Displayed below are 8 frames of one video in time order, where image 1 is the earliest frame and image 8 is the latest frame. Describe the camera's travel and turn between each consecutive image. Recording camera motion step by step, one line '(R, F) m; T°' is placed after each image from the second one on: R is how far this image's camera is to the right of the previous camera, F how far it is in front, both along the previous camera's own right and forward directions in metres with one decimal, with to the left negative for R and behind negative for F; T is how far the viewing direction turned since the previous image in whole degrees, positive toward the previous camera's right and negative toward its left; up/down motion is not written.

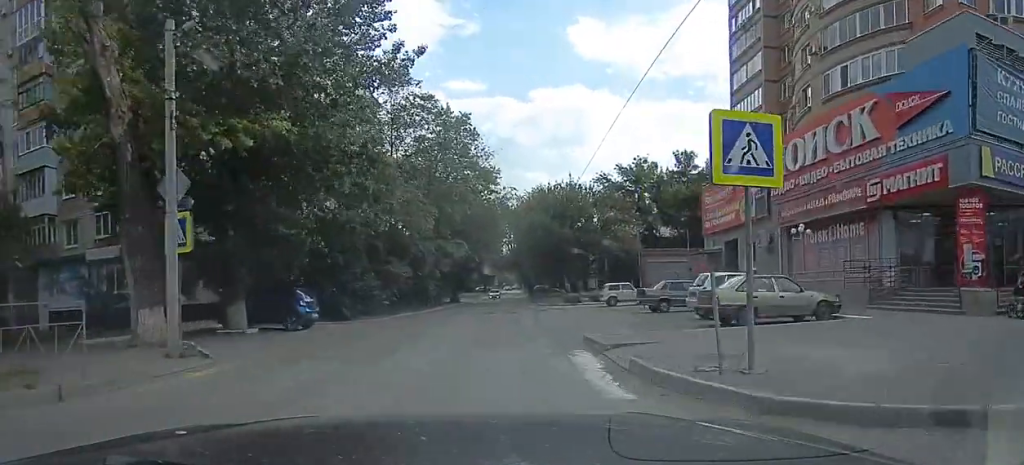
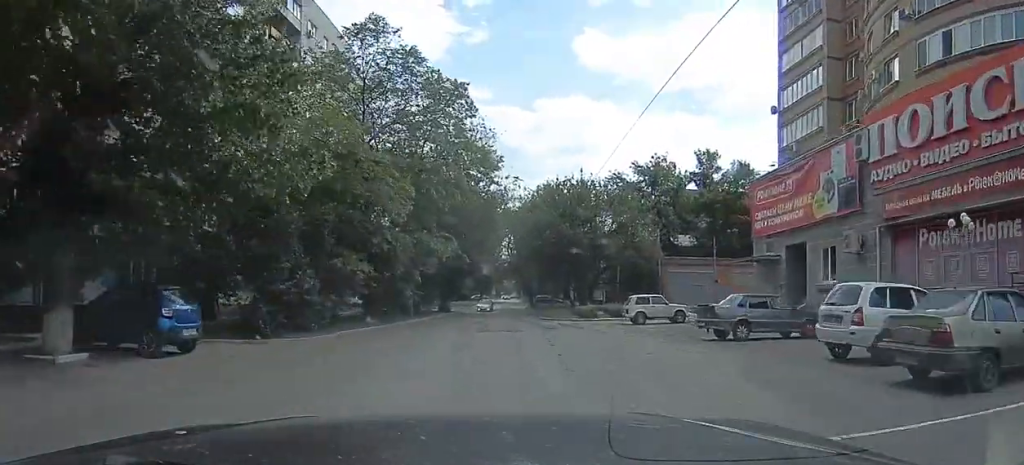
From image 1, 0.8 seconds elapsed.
(-0.4, +8.3) m; -3°
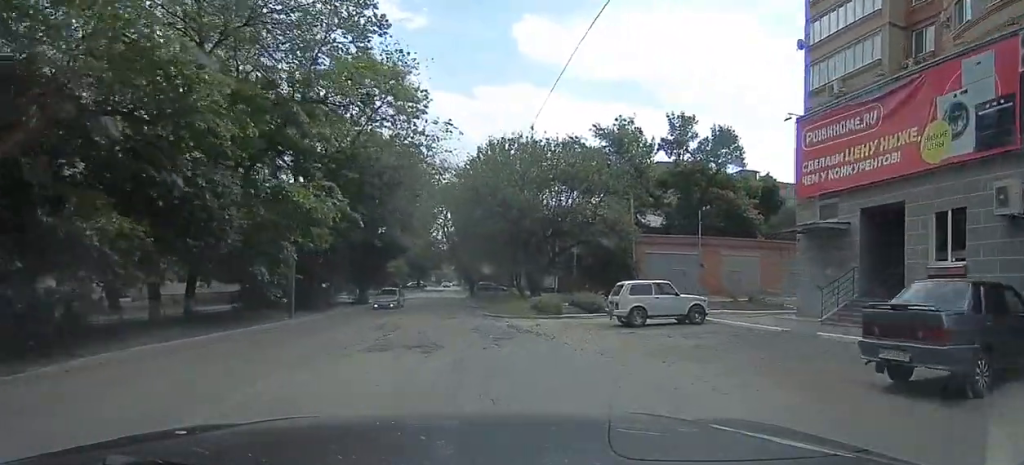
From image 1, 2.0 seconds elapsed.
(-0.1, +9.5) m; +7°
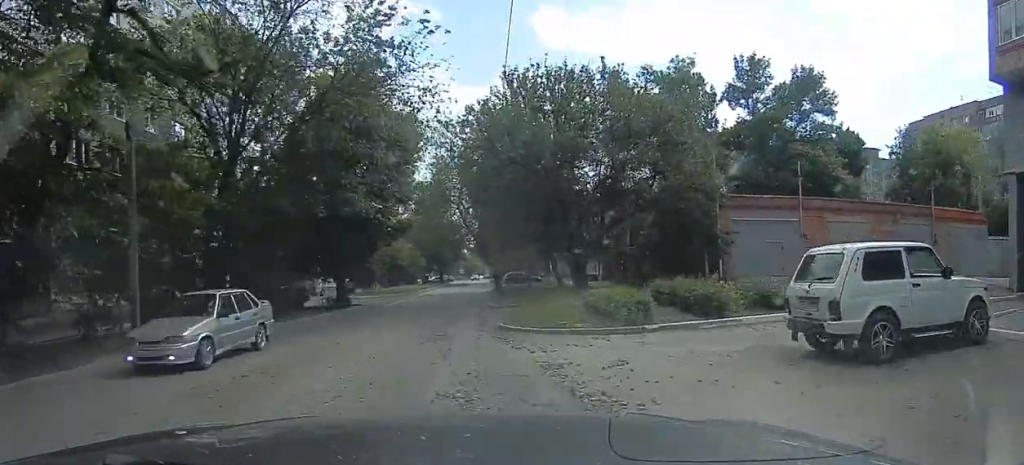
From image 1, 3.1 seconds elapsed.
(+1.2, +7.4) m; +22°
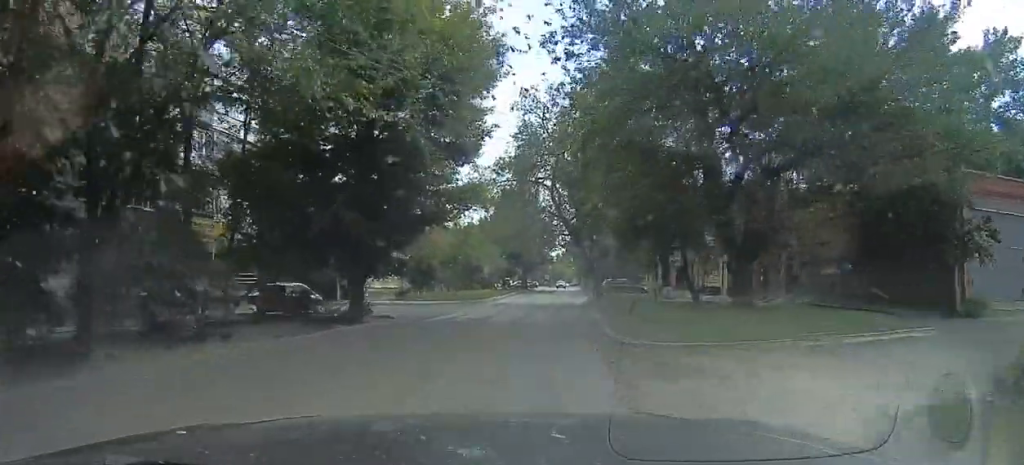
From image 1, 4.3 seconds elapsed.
(+0.7, +9.9) m; -12°
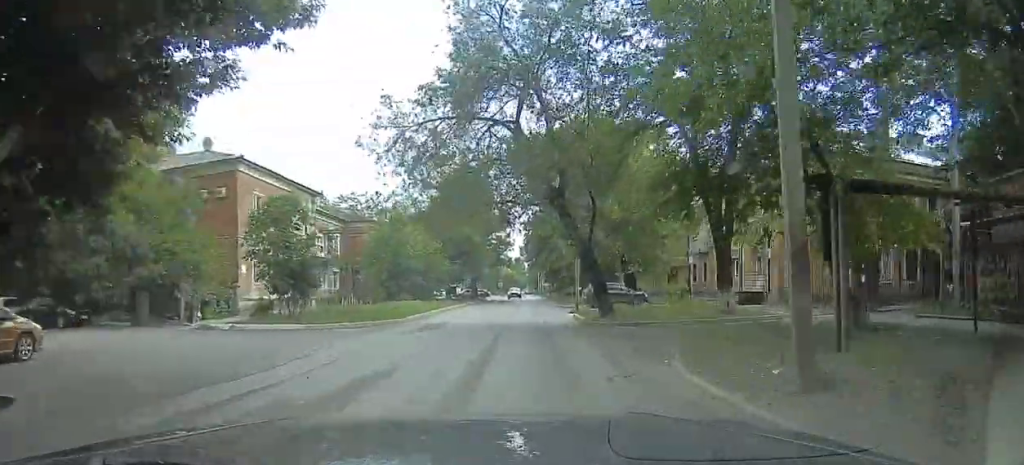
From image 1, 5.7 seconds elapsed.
(-4.1, +12.5) m; -21°
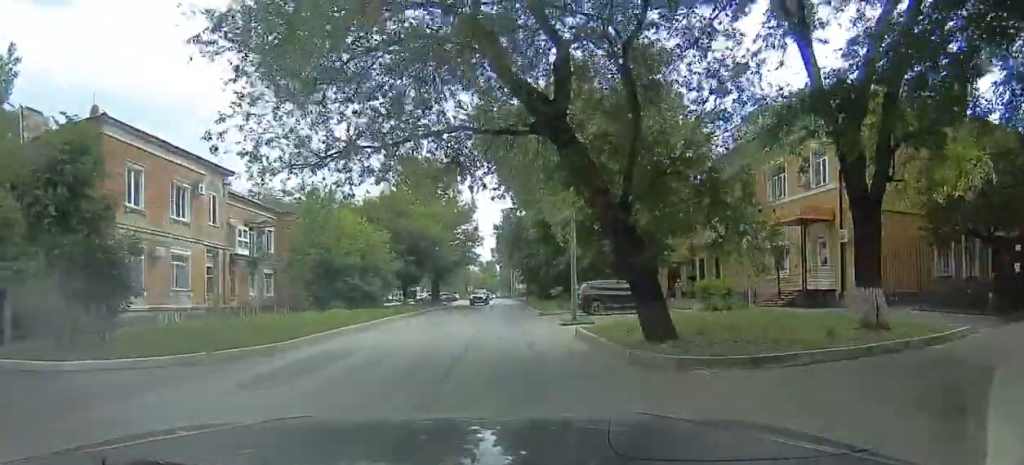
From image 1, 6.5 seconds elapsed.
(-0.2, +9.7) m; -1°
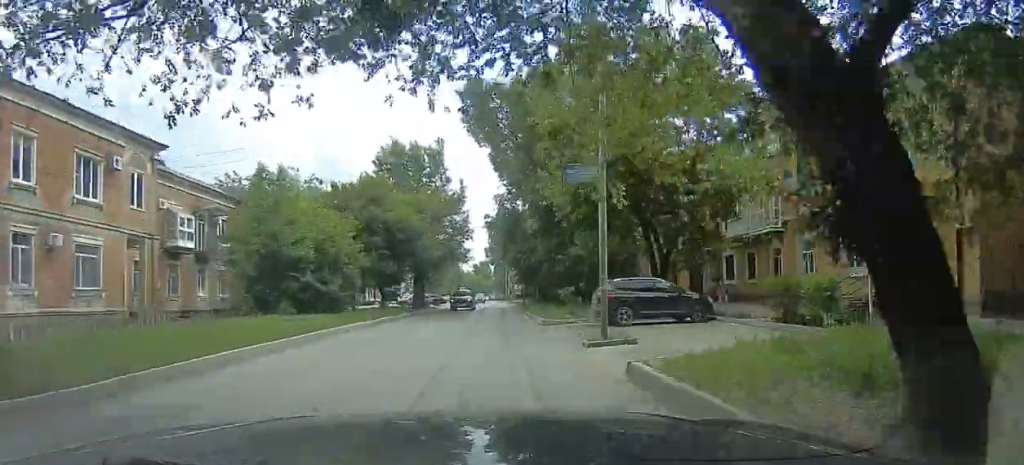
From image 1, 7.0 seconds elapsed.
(0.0, +8.0) m; 0°
